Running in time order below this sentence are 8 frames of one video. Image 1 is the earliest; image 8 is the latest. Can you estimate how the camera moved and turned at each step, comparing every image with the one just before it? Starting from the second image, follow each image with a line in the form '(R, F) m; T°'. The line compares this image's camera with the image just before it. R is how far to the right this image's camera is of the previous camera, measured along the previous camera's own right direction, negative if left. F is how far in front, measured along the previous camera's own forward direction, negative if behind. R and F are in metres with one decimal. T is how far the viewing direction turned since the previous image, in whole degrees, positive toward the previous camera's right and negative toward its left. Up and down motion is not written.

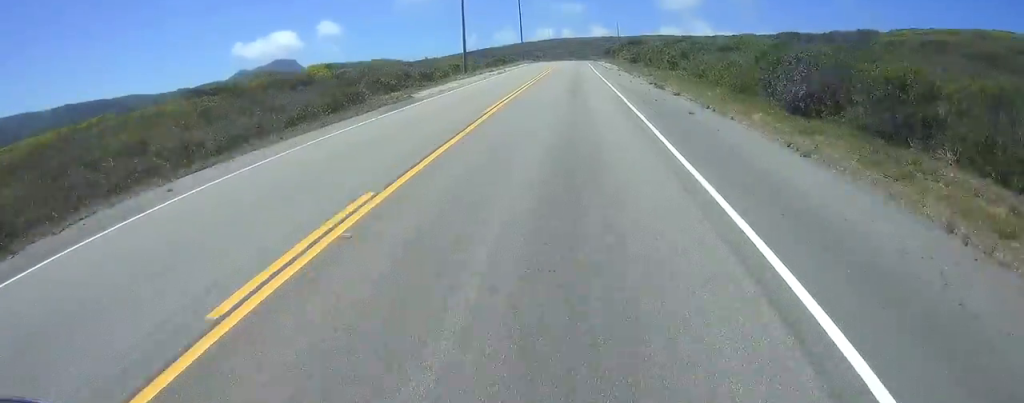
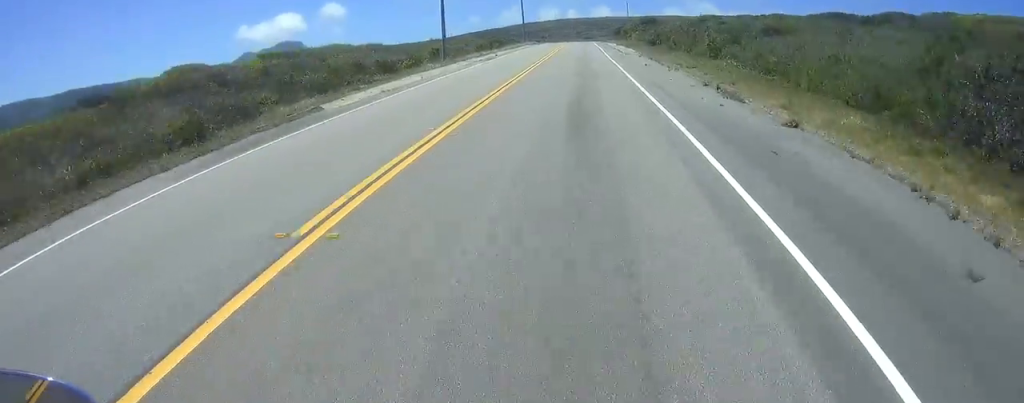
(+0.8, +13.3) m; -4°
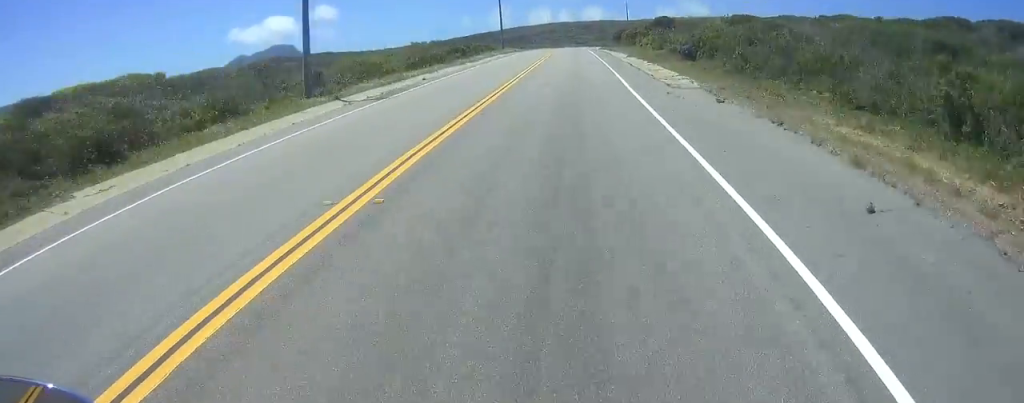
(-3.7, +24.5) m; -10°
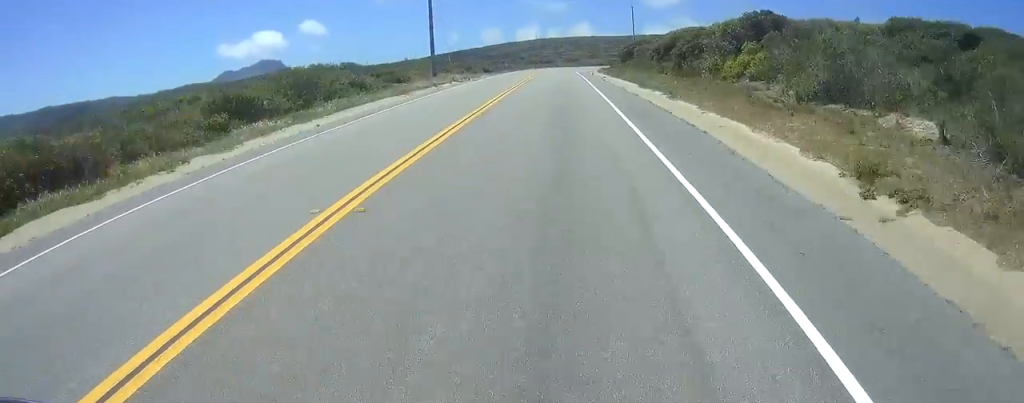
(-1.2, +44.0) m; -2°
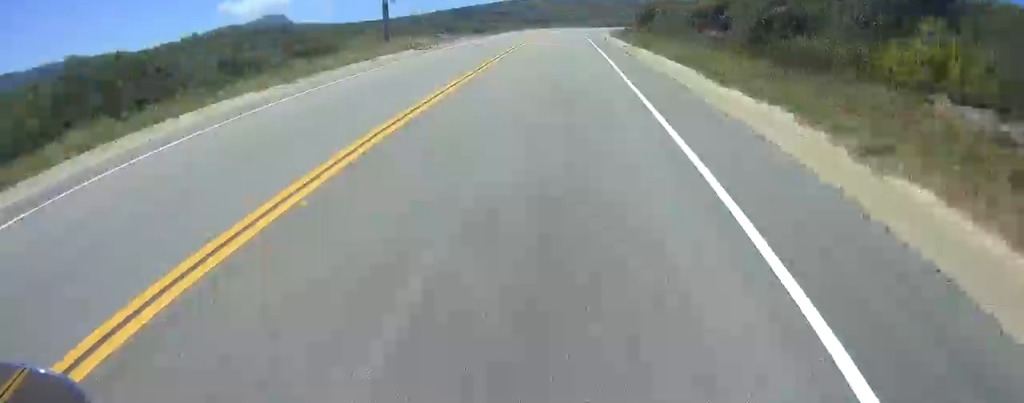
(0.0, +16.4) m; 0°
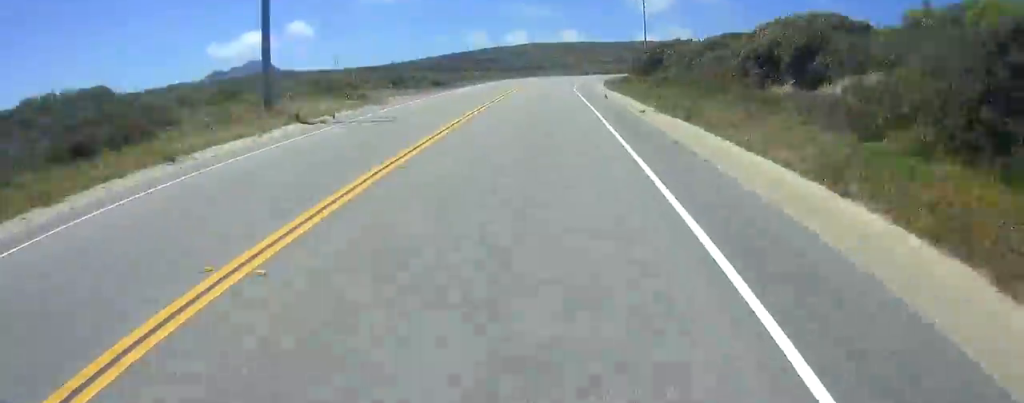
(0.0, +15.5) m; 0°
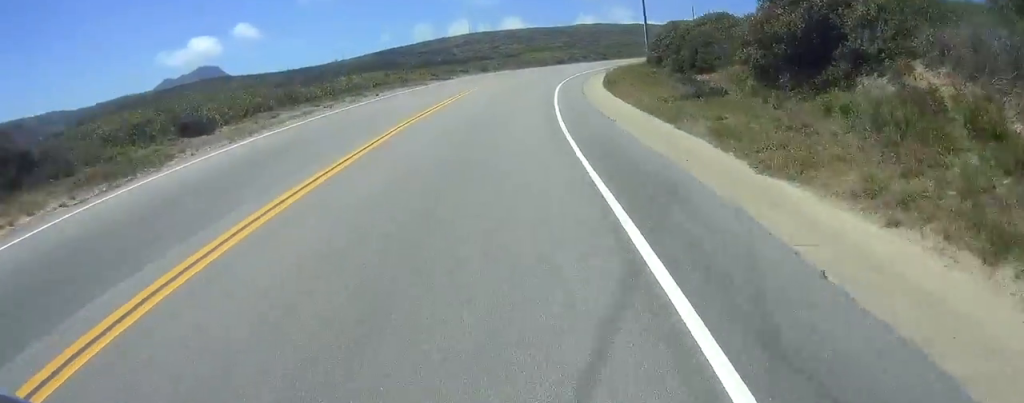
(0.0, +39.6) m; 0°
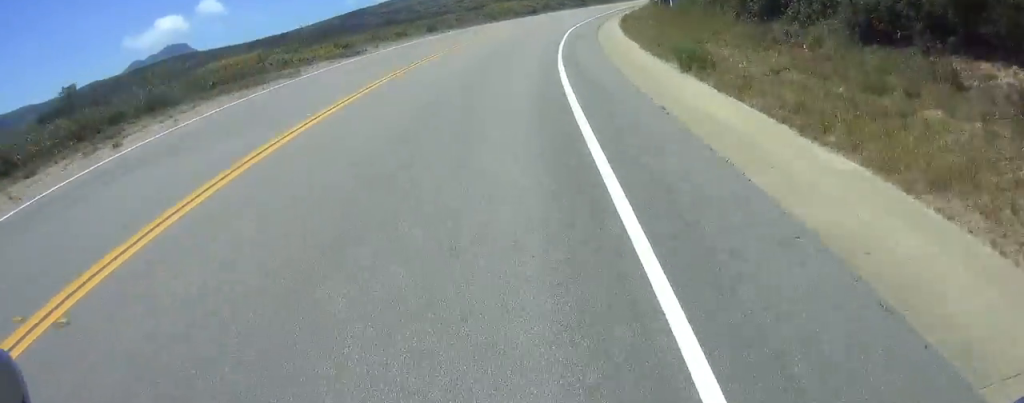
(0.0, +21.5) m; 0°
